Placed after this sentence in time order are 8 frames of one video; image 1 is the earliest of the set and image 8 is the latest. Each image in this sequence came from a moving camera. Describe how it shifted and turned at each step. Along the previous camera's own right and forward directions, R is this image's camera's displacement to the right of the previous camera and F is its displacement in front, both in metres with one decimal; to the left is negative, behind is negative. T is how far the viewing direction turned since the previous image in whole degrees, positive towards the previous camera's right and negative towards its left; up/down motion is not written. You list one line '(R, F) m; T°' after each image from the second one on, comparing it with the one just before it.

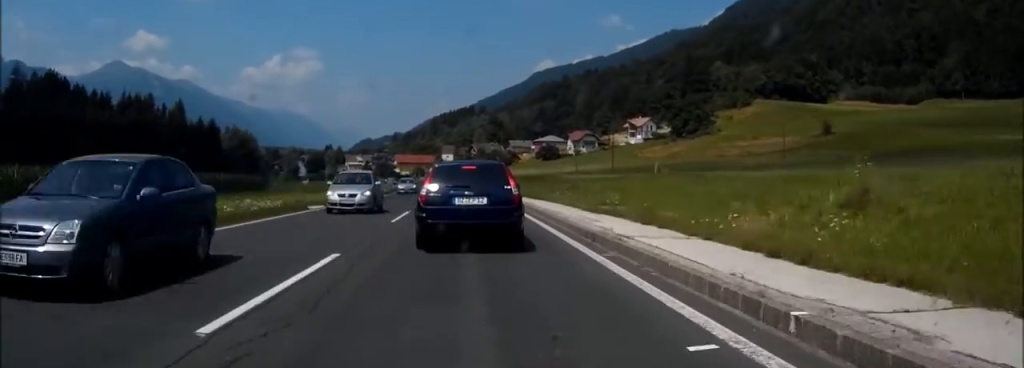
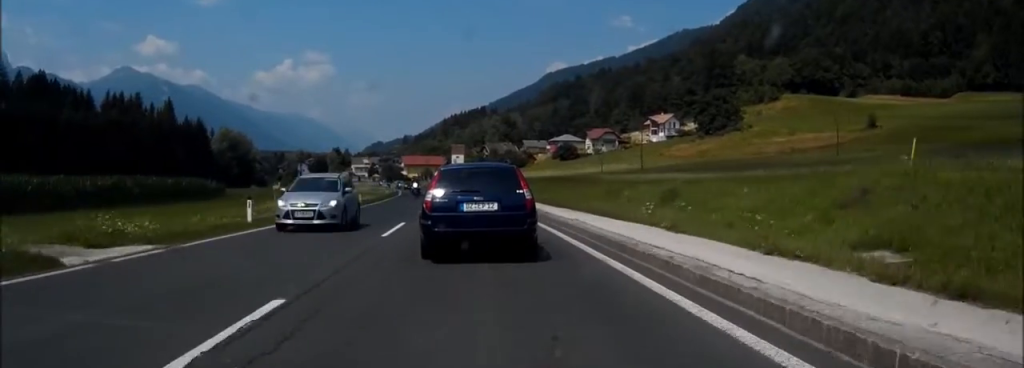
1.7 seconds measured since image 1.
(-0.1, +16.8) m; -1°
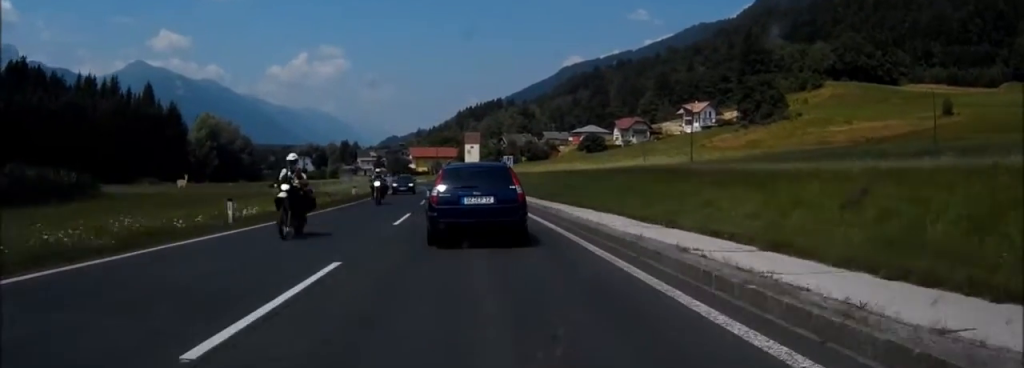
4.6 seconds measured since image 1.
(-0.2, +24.3) m; -2°
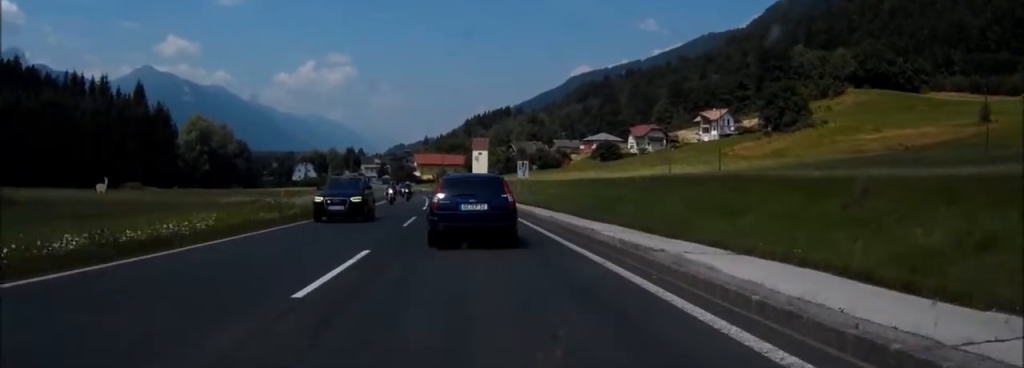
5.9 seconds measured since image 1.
(-0.1, +11.6) m; -1°
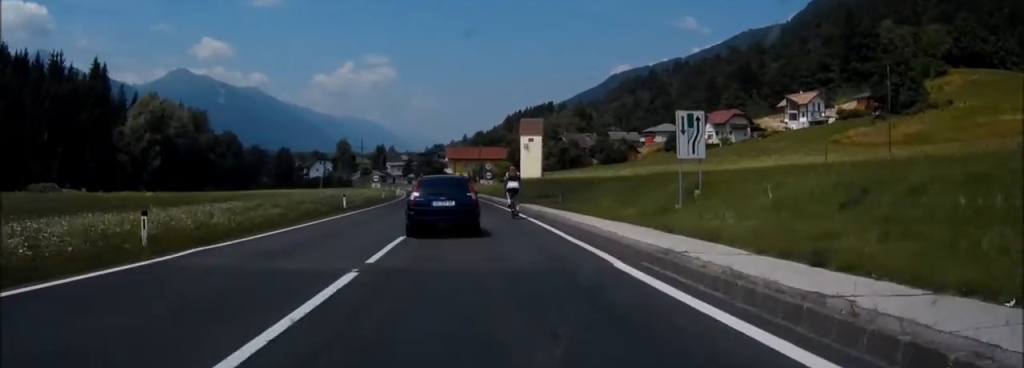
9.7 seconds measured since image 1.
(-1.2, +44.9) m; -4°
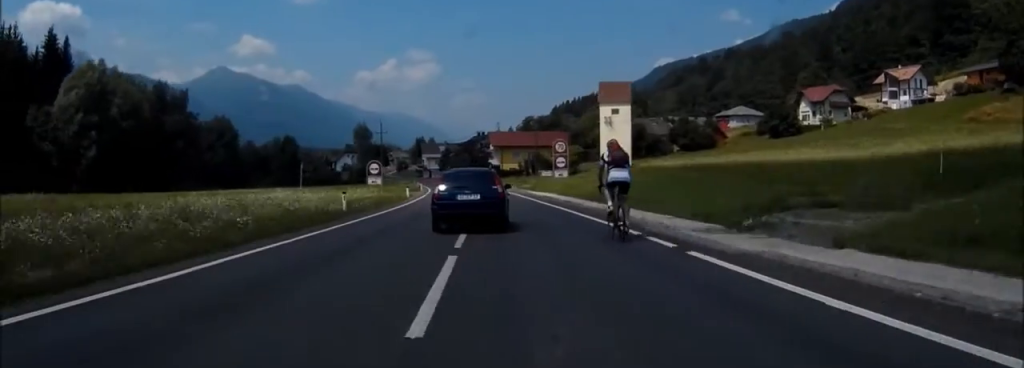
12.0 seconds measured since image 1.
(-0.9, +33.4) m; -2°
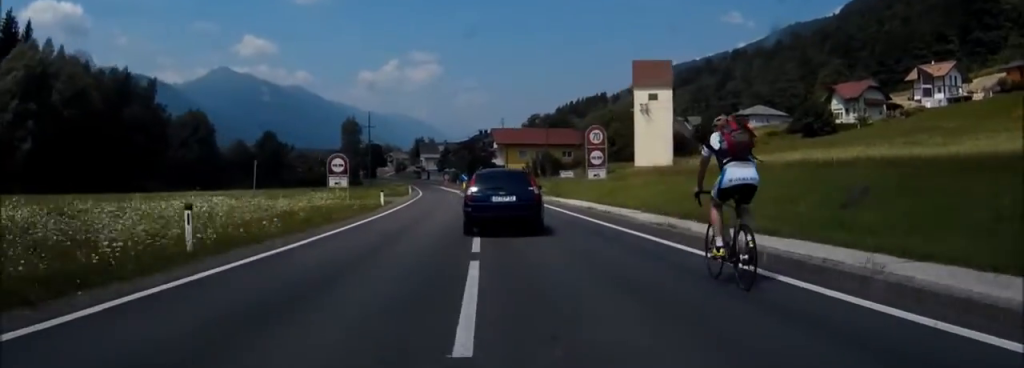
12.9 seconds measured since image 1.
(-0.1, +14.8) m; 0°
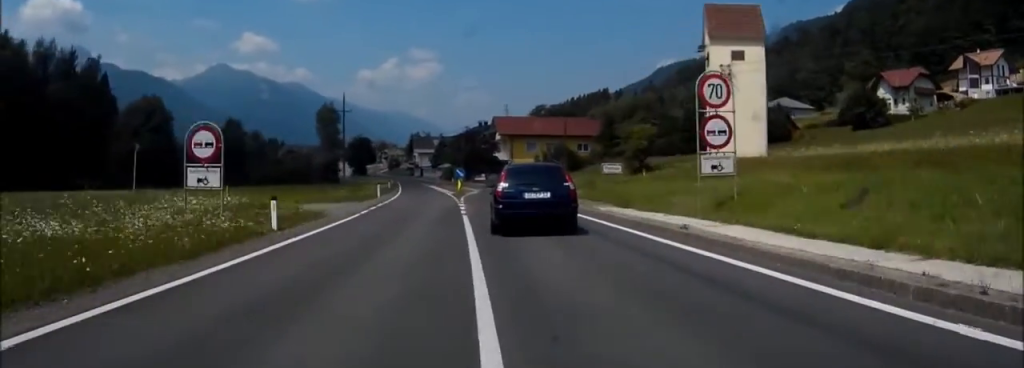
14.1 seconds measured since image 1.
(0.0, +19.3) m; +1°
